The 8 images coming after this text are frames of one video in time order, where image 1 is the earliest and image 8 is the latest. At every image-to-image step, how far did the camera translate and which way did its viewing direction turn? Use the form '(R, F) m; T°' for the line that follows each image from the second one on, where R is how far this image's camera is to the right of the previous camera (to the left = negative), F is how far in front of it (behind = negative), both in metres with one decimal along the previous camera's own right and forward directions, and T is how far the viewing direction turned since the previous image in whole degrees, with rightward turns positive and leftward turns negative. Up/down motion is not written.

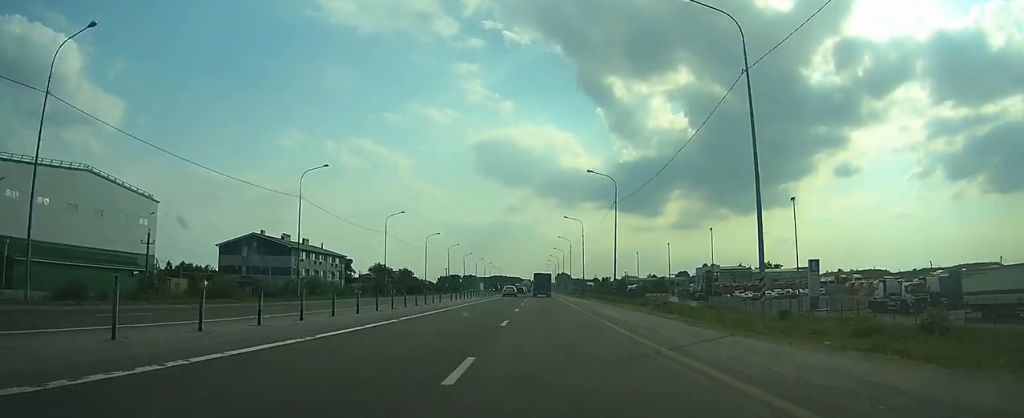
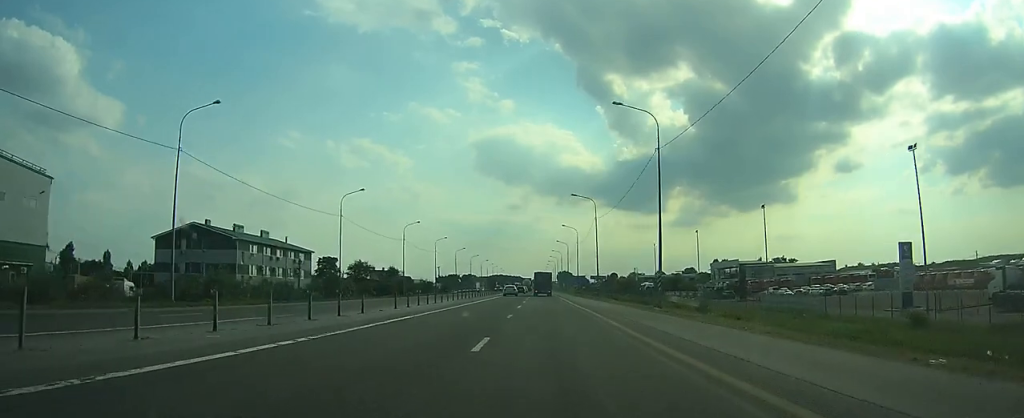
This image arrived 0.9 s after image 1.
(0.0, +19.8) m; 0°
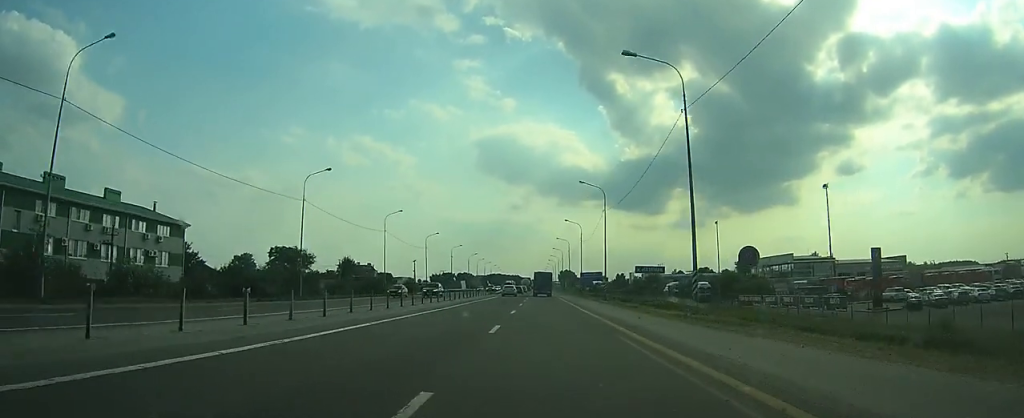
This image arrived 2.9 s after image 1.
(+0.3, +42.1) m; +1°
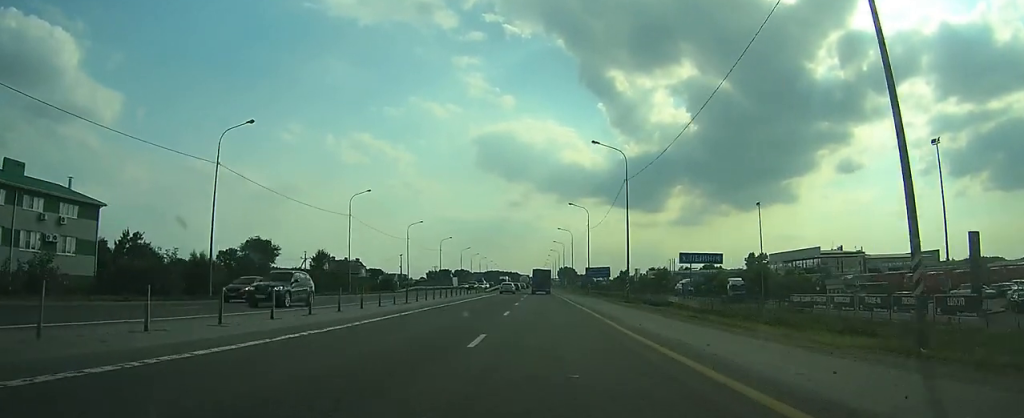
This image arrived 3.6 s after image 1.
(0.0, +15.8) m; 0°
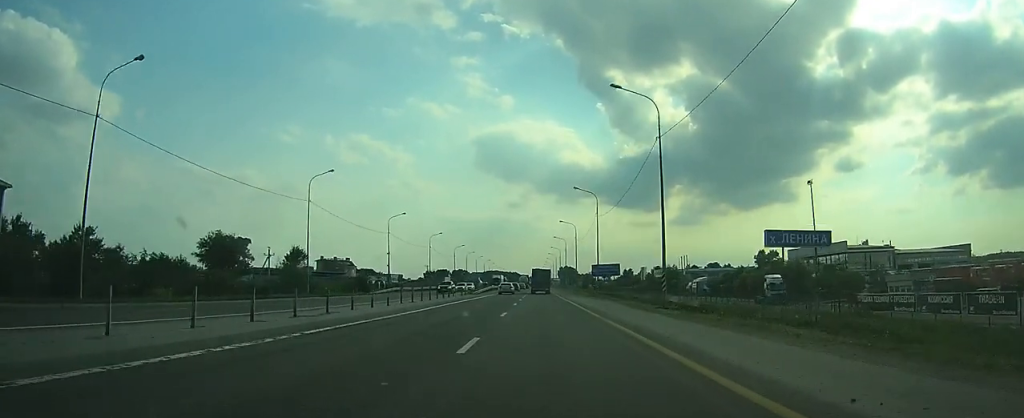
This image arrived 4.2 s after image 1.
(0.0, +13.0) m; 0°
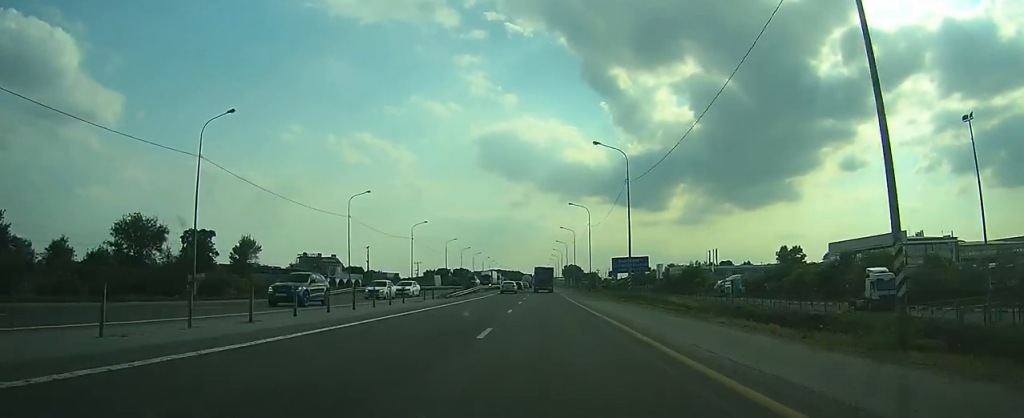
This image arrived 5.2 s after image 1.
(0.0, +21.0) m; 0°
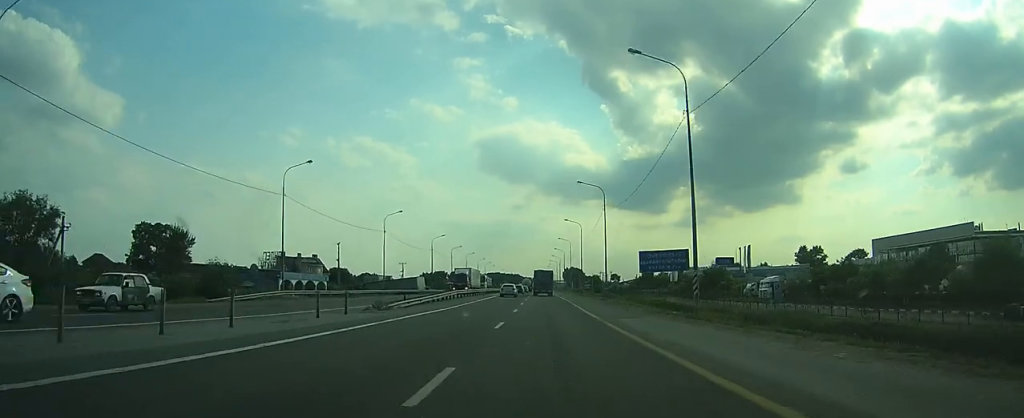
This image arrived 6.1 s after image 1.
(0.0, +18.9) m; 0°
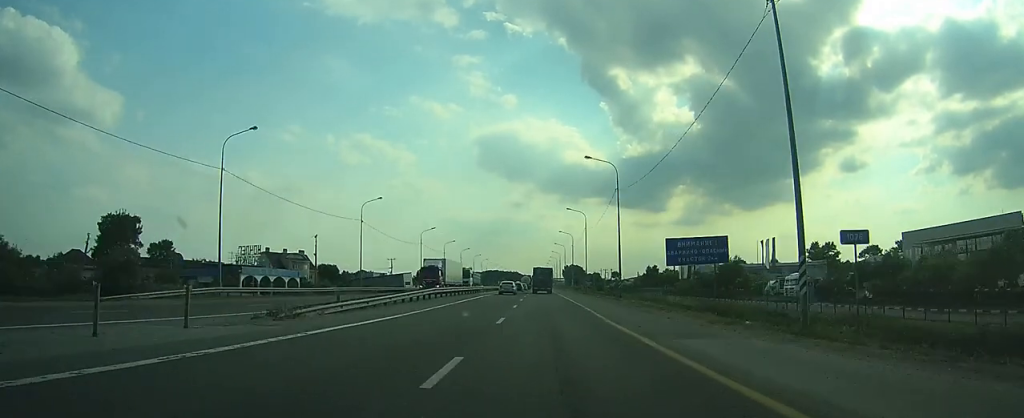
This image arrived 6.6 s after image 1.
(0.0, +10.9) m; 0°
